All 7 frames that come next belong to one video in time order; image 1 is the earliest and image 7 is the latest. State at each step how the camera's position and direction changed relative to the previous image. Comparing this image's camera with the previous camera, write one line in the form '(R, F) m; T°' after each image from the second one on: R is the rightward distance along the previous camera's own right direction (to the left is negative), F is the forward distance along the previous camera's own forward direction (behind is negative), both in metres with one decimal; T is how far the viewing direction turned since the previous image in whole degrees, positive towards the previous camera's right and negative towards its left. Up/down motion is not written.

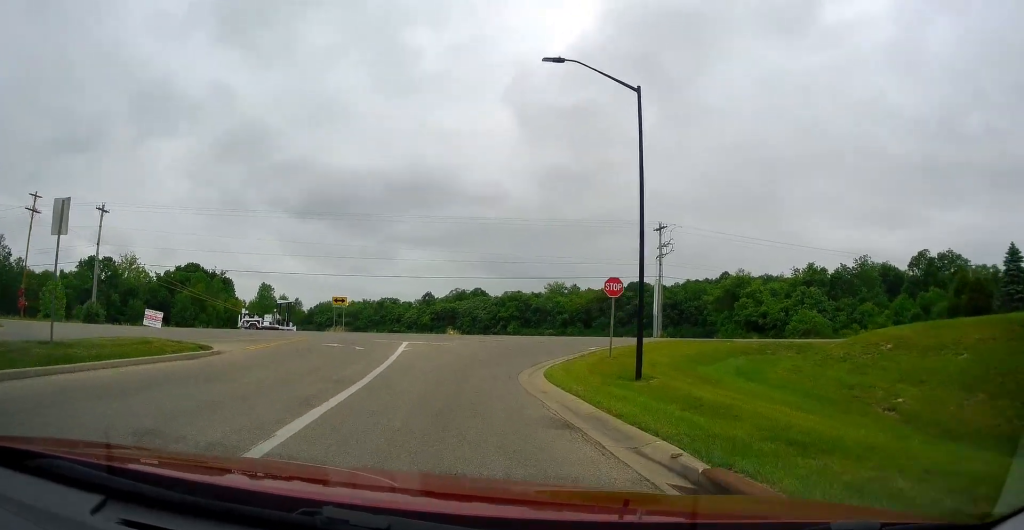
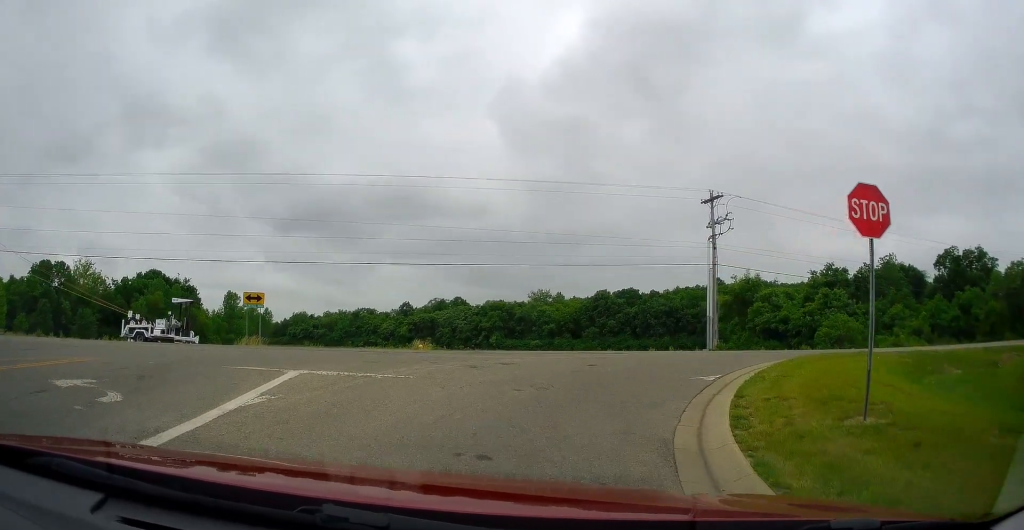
(+1.0, +13.9) m; +7°
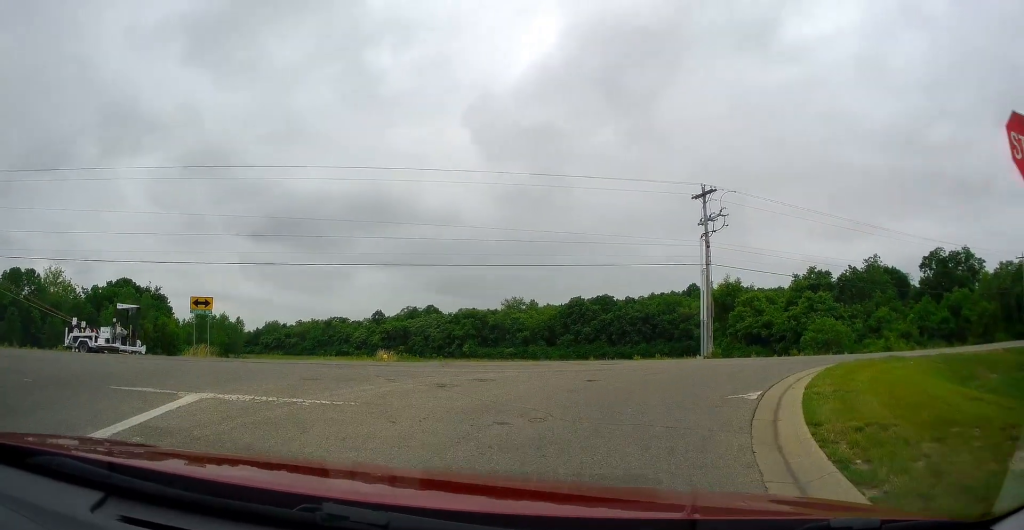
(-0.2, +3.3) m; +4°
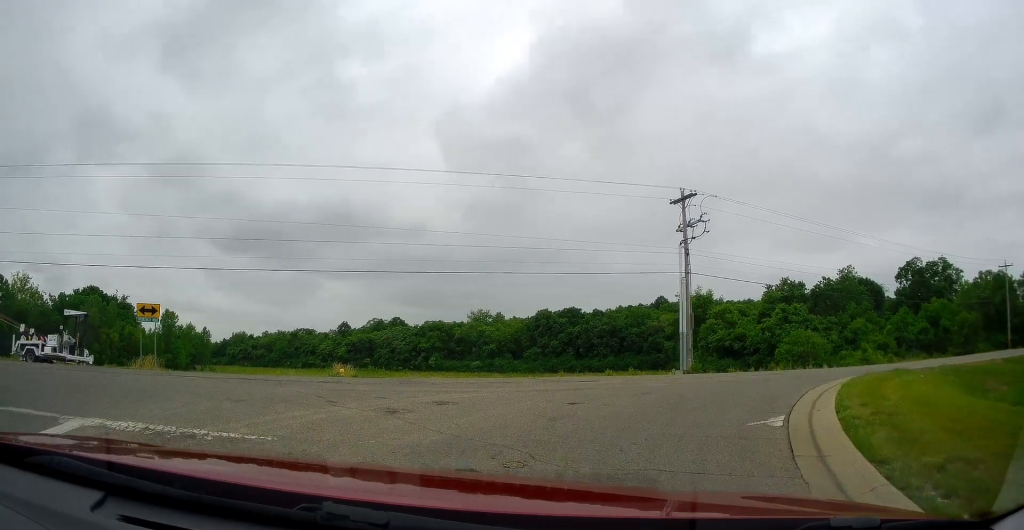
(+0.2, +2.1) m; +6°
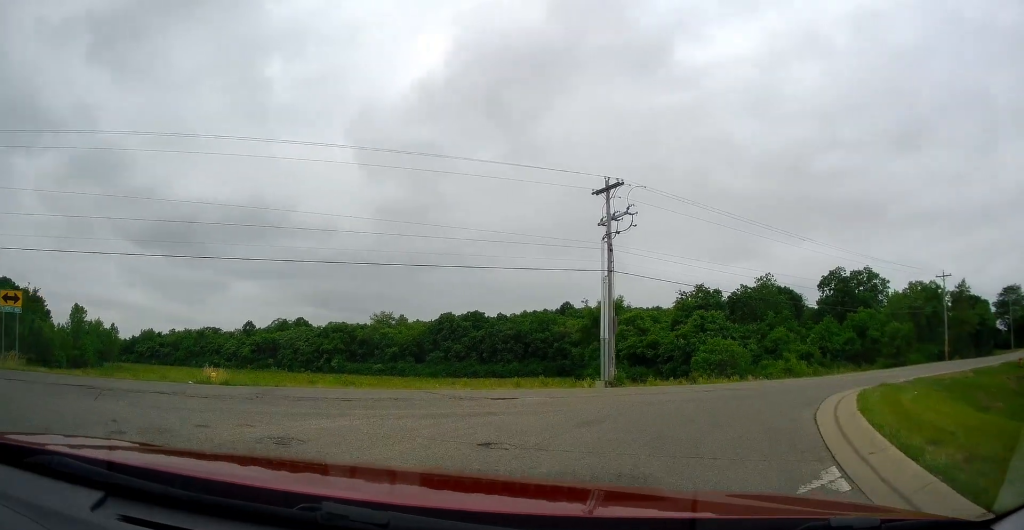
(+0.5, +4.0) m; +11°
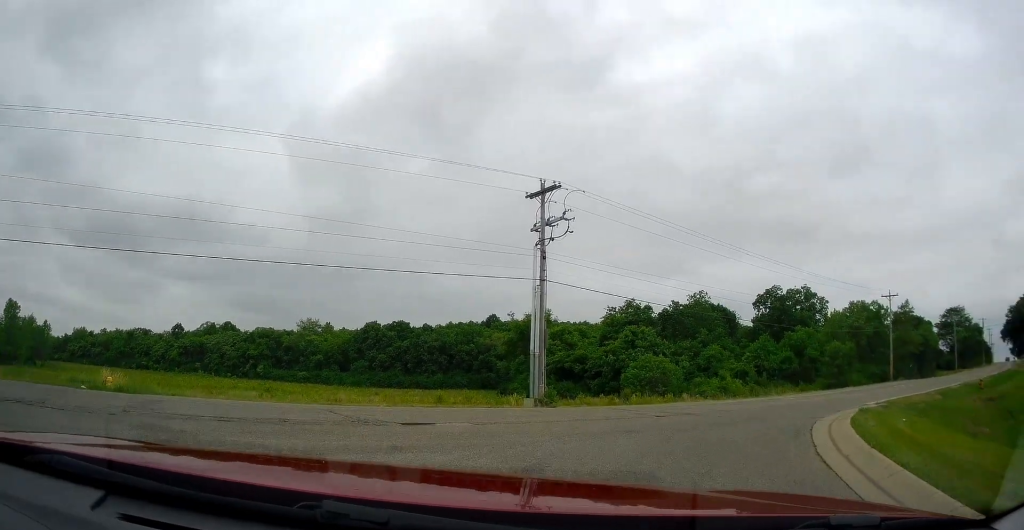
(0.0, +2.6) m; +5°
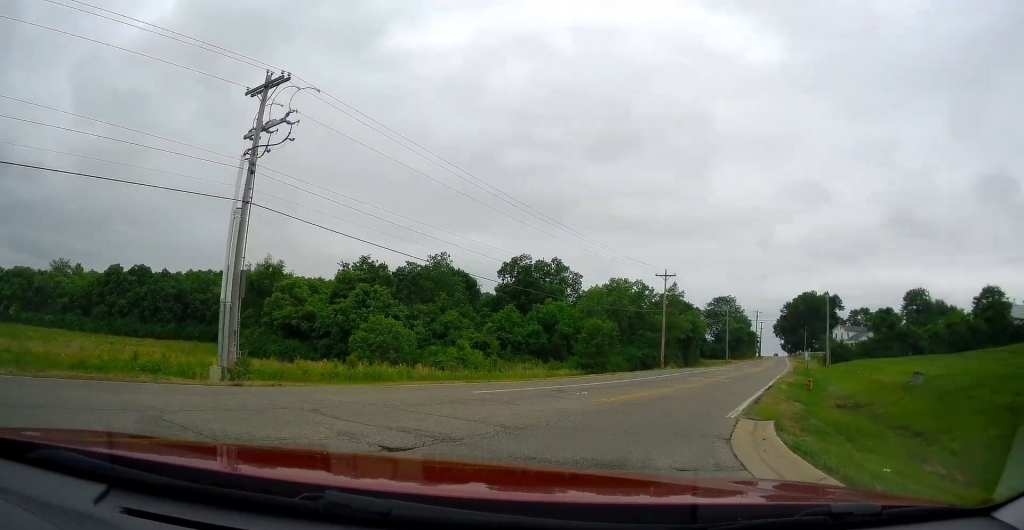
(+2.3, +7.5) m; +34°
